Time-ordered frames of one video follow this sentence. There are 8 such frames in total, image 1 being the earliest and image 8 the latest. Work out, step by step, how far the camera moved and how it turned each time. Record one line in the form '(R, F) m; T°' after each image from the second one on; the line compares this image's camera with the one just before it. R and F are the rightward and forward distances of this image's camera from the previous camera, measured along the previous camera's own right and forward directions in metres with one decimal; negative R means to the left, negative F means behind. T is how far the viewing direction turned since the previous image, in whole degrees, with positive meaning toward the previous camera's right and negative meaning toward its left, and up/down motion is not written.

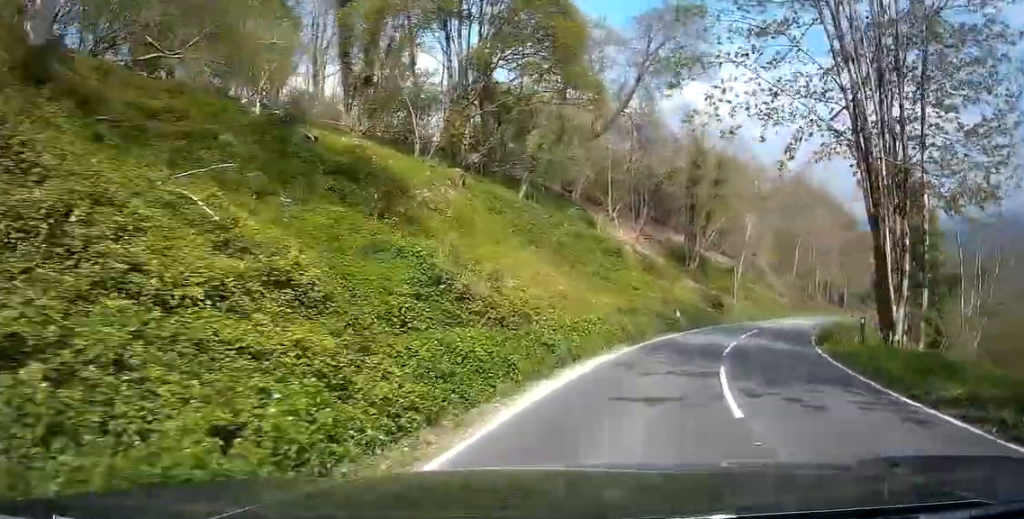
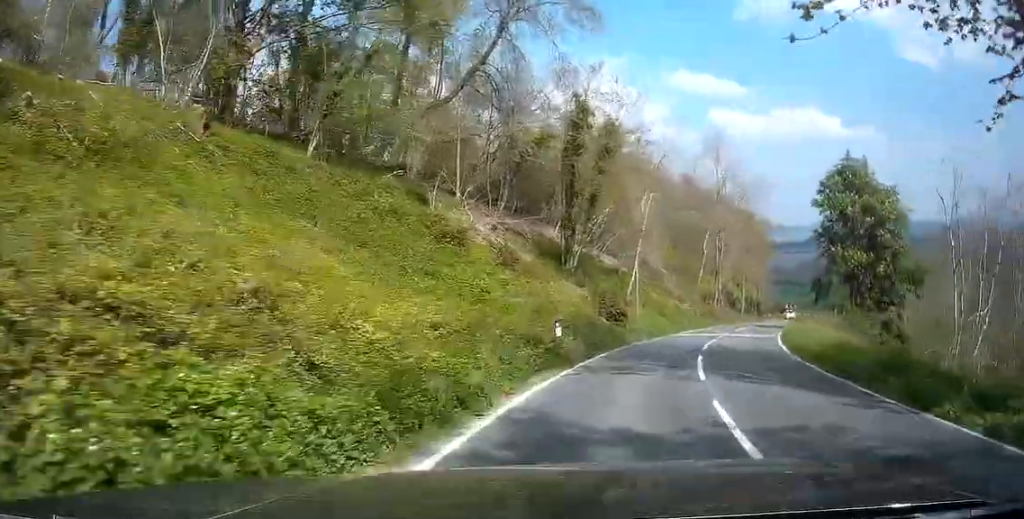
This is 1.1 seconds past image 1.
(+0.5, +9.9) m; +11°
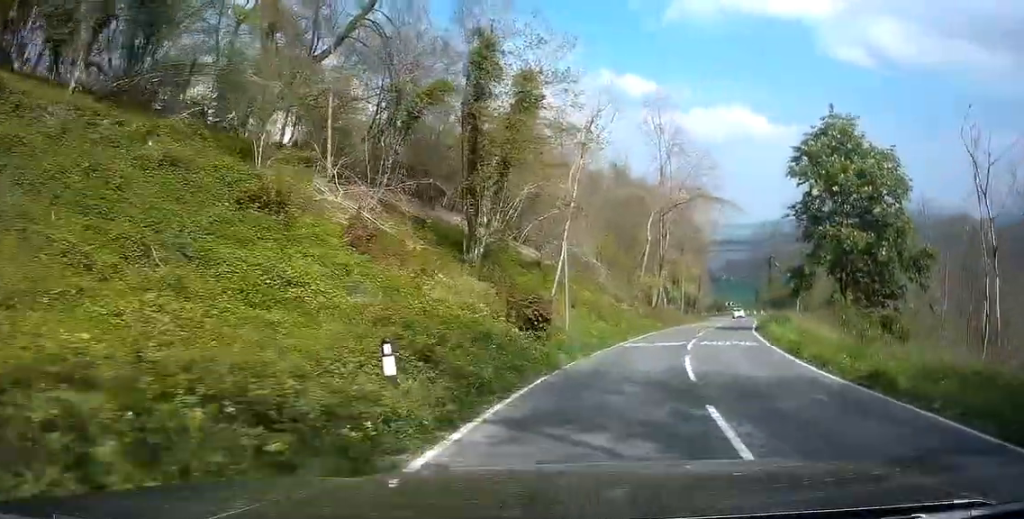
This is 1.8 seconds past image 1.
(+0.1, +5.7) m; +17°
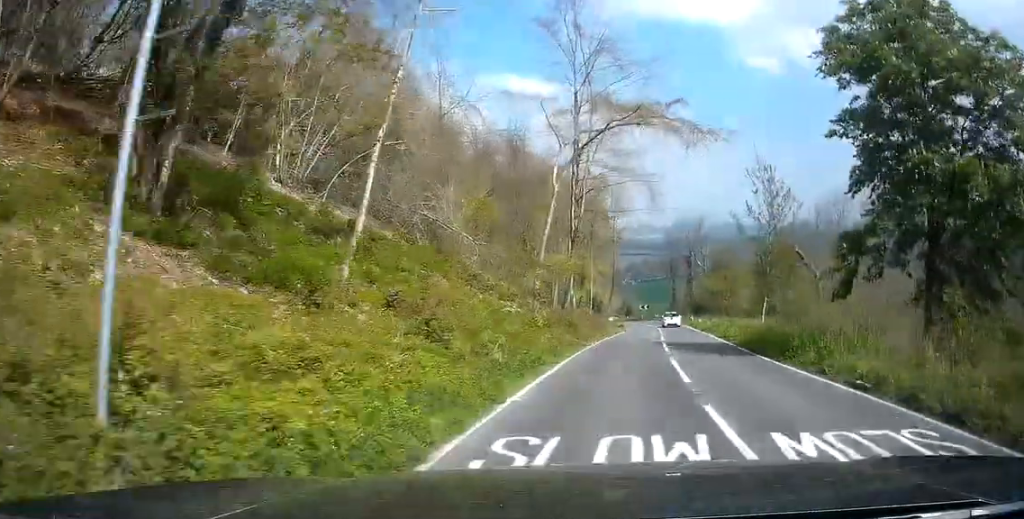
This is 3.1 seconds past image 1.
(+3.8, +10.4) m; +31°
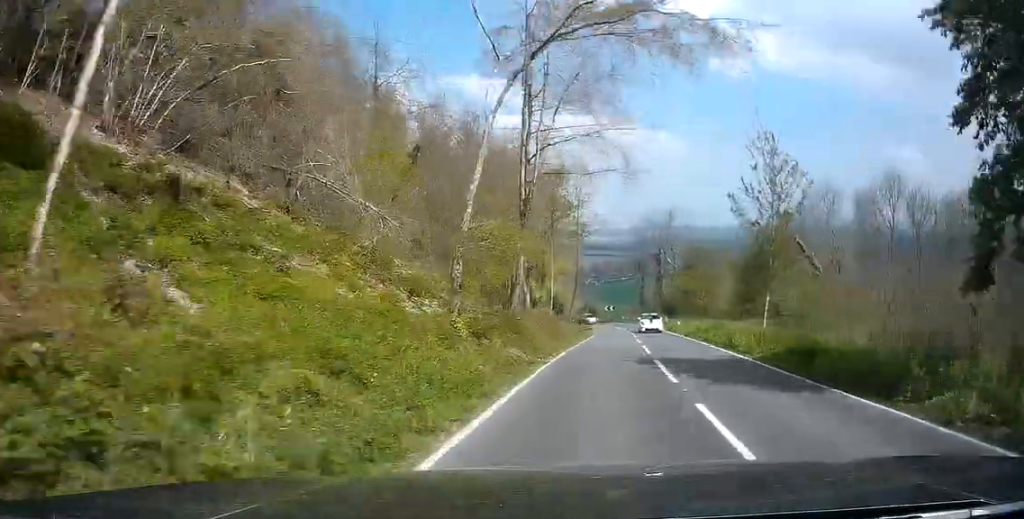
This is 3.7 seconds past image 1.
(+0.5, +5.7) m; +7°
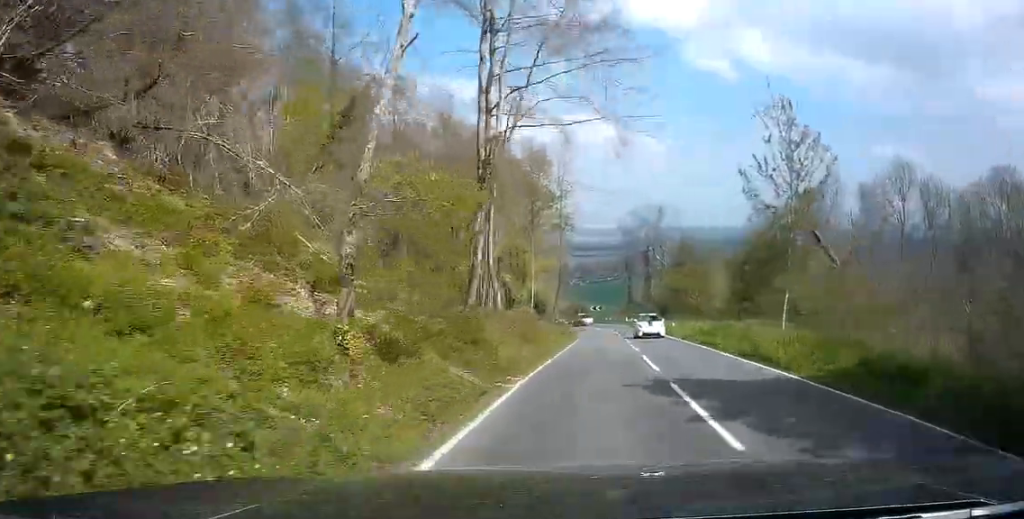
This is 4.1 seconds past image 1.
(+0.2, +4.1) m; +4°
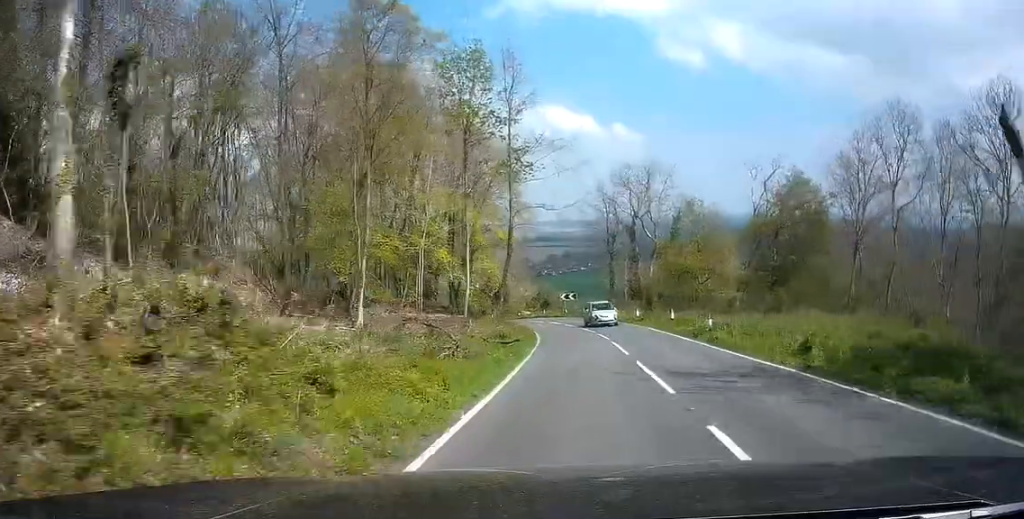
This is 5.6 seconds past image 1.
(+2.0, +16.8) m; +15°
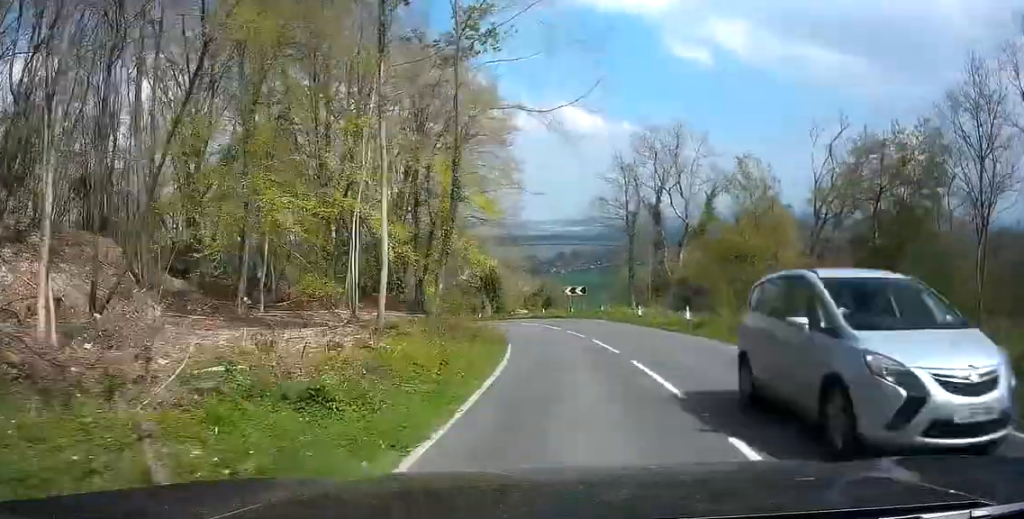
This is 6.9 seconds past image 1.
(+1.8, +17.1) m; +2°
